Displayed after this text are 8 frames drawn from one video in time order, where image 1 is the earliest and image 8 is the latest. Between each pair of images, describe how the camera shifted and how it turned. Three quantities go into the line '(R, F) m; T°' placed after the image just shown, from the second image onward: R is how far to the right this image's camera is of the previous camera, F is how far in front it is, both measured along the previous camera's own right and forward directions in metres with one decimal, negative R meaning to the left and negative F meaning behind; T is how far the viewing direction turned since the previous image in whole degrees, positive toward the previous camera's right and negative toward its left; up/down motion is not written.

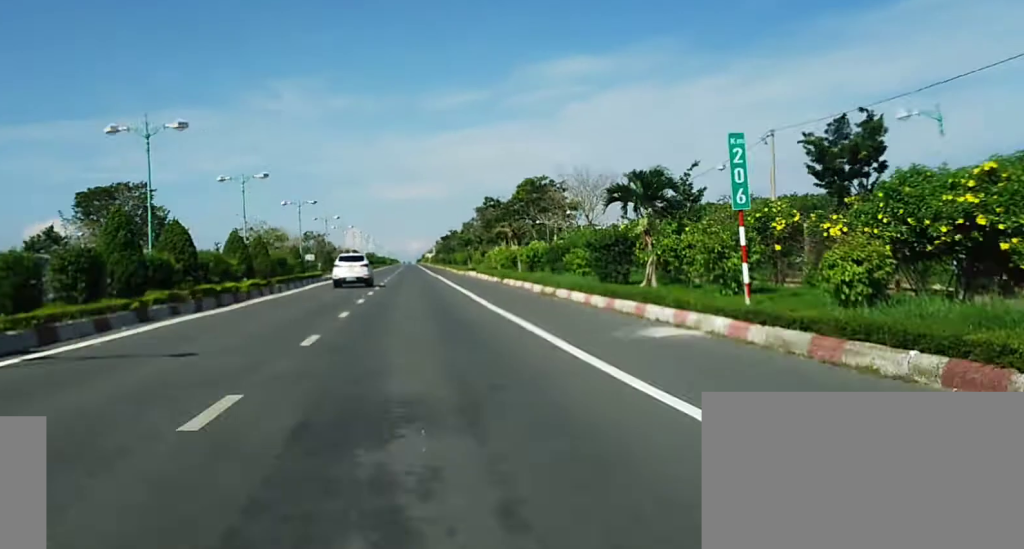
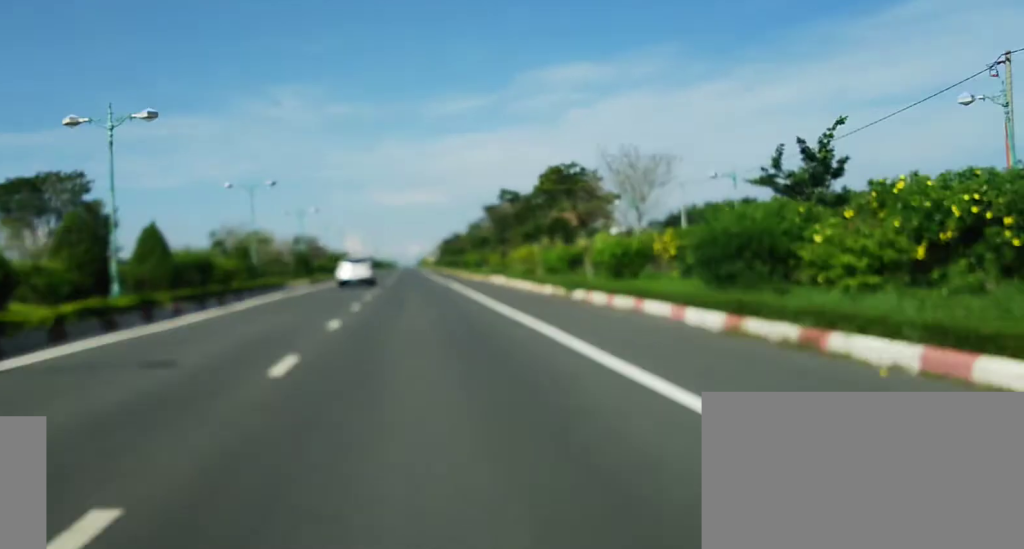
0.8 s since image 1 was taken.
(0.0, +20.4) m; 0°
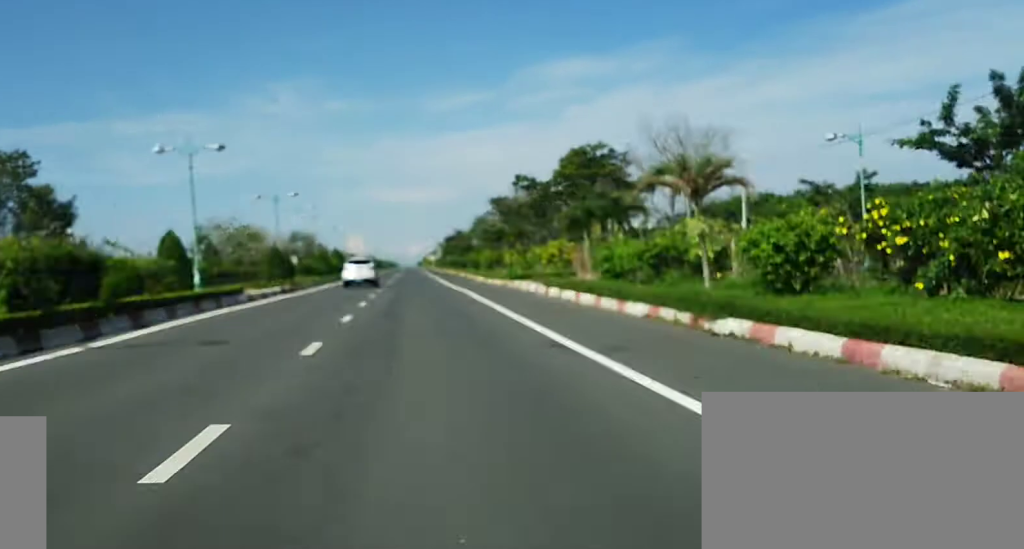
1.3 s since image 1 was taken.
(0.0, +13.6) m; 0°
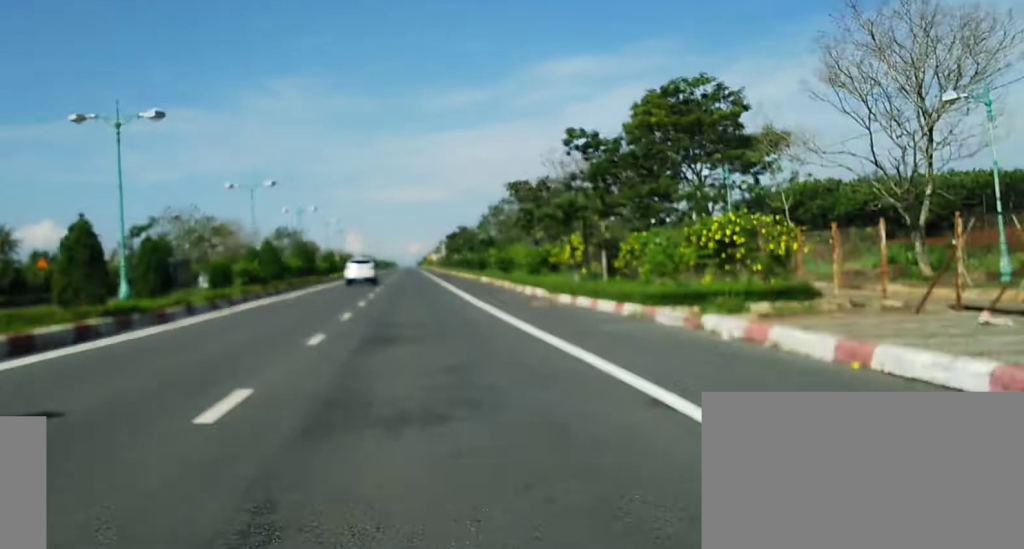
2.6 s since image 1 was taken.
(+0.1, +30.5) m; 0°
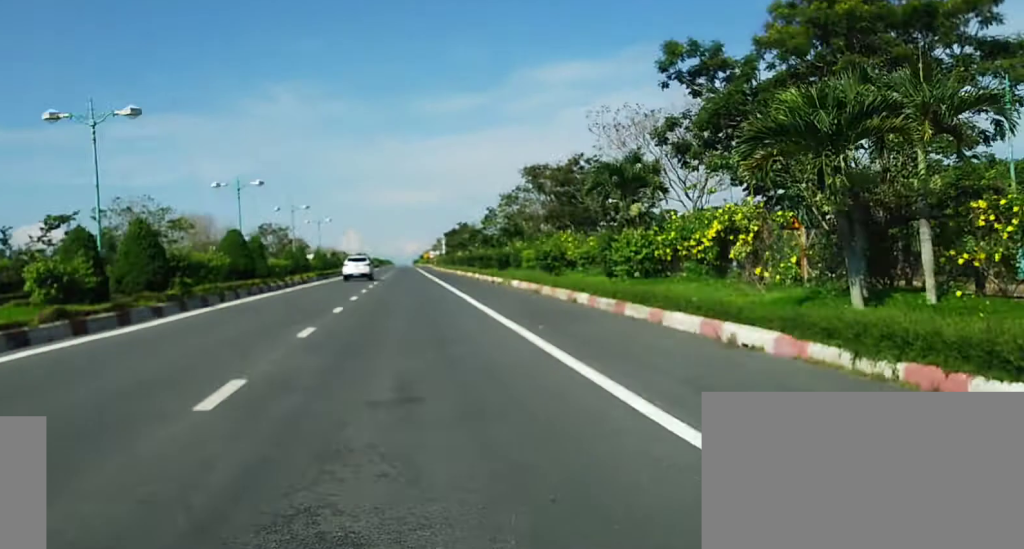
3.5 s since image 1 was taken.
(-0.1, +23.6) m; 0°
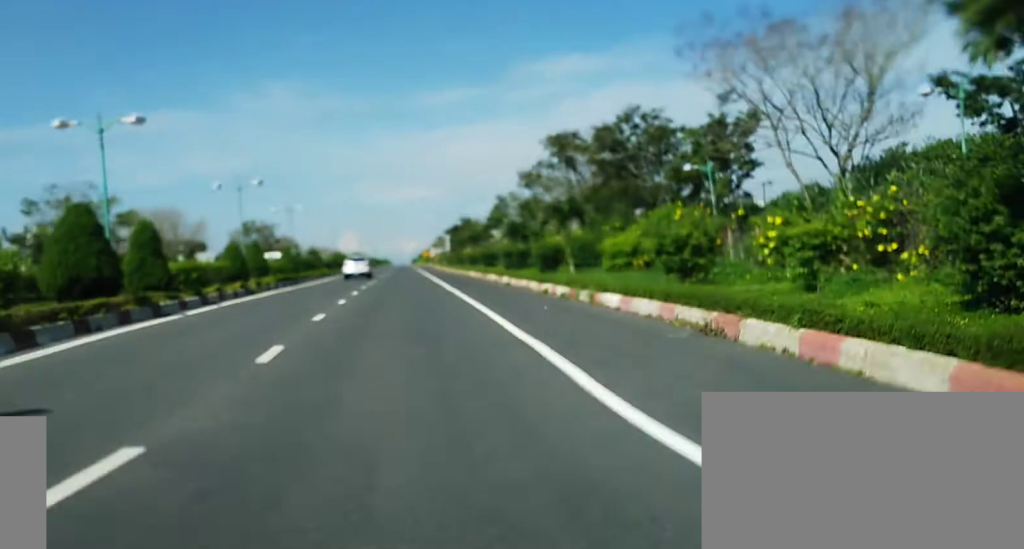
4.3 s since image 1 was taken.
(+0.1, +20.1) m; 0°
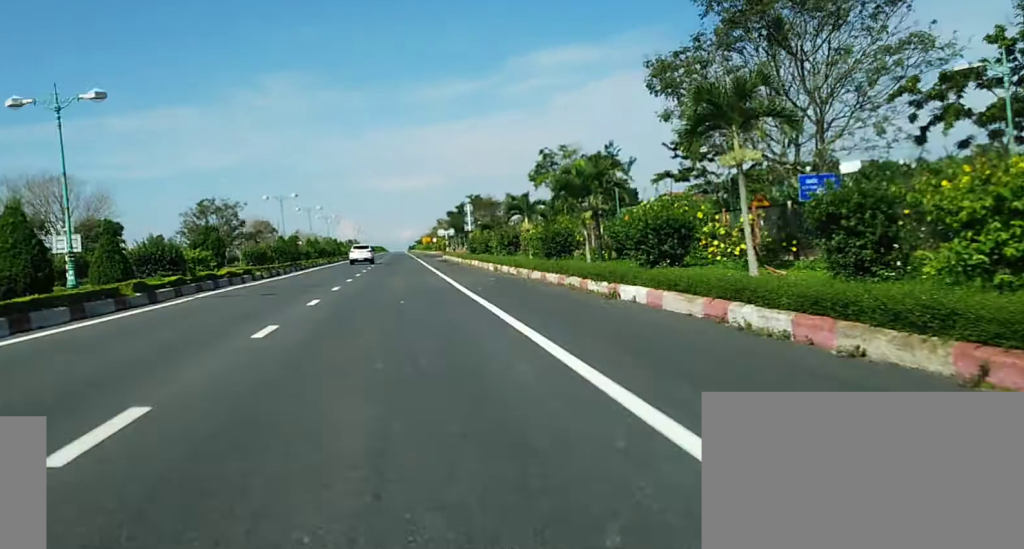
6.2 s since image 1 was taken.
(0.0, +46.6) m; 0°
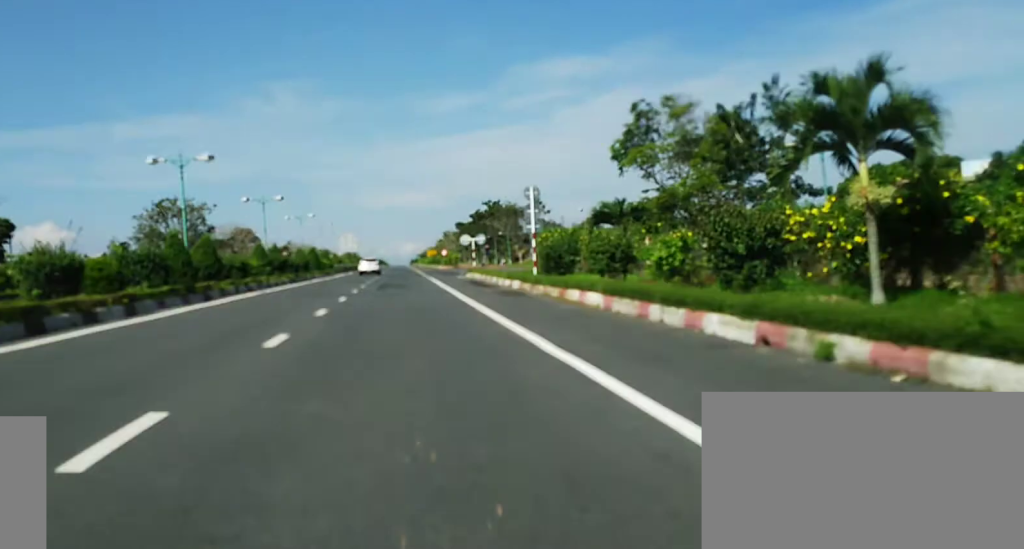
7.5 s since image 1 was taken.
(0.0, +33.1) m; -1°
